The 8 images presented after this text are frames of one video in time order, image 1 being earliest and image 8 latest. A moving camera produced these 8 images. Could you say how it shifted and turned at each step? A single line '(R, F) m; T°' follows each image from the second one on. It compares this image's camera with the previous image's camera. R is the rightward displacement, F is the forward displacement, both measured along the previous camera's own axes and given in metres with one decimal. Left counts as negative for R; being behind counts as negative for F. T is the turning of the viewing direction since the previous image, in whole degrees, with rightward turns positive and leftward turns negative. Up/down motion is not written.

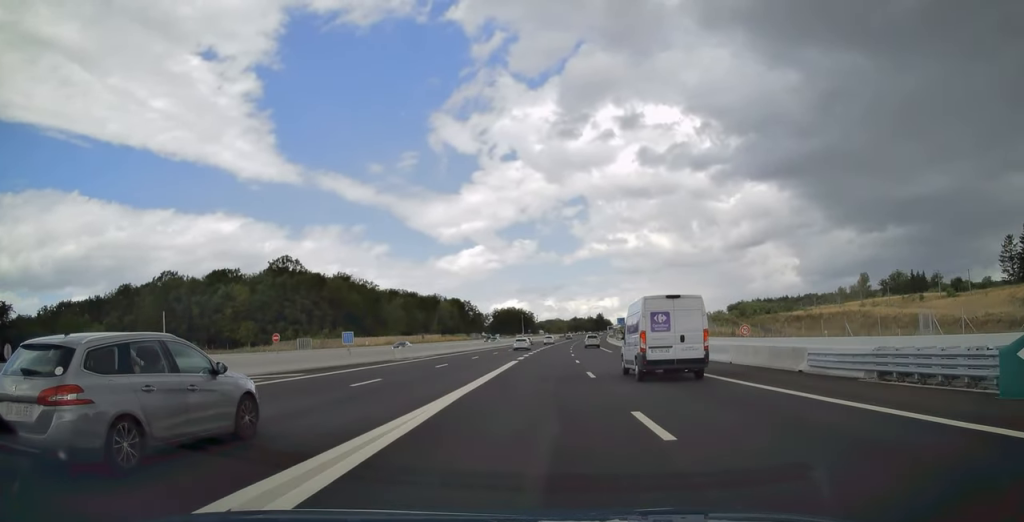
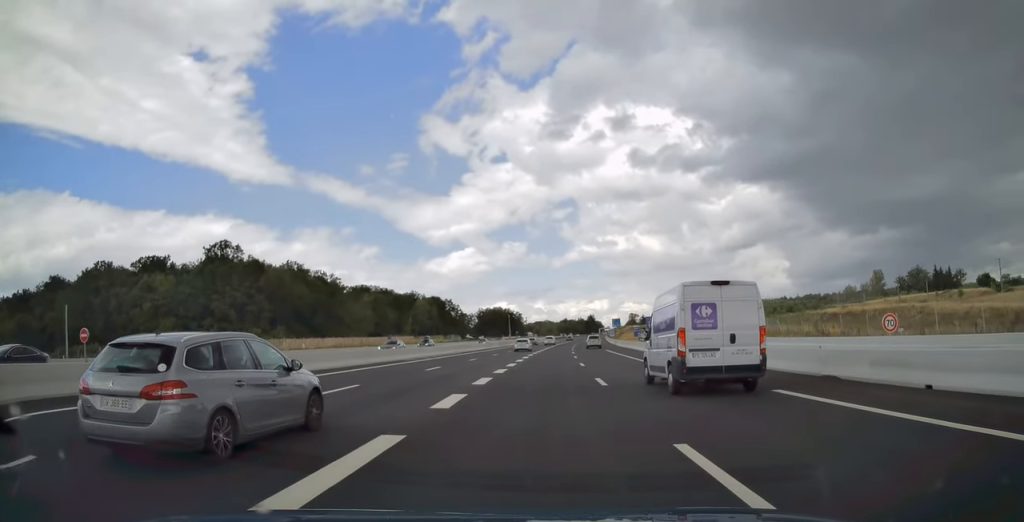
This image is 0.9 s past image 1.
(+0.2, +32.4) m; +1°
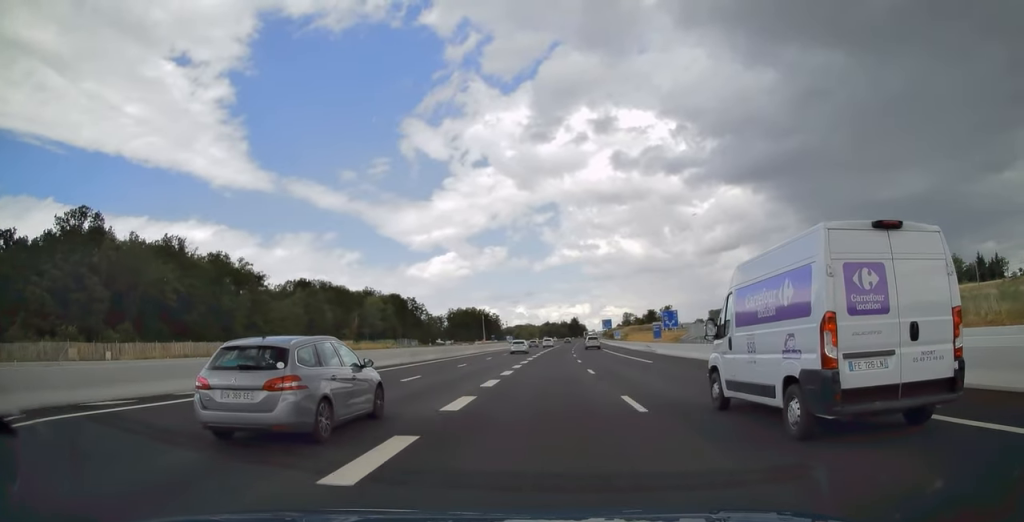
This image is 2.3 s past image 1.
(+0.6, +43.1) m; +2°
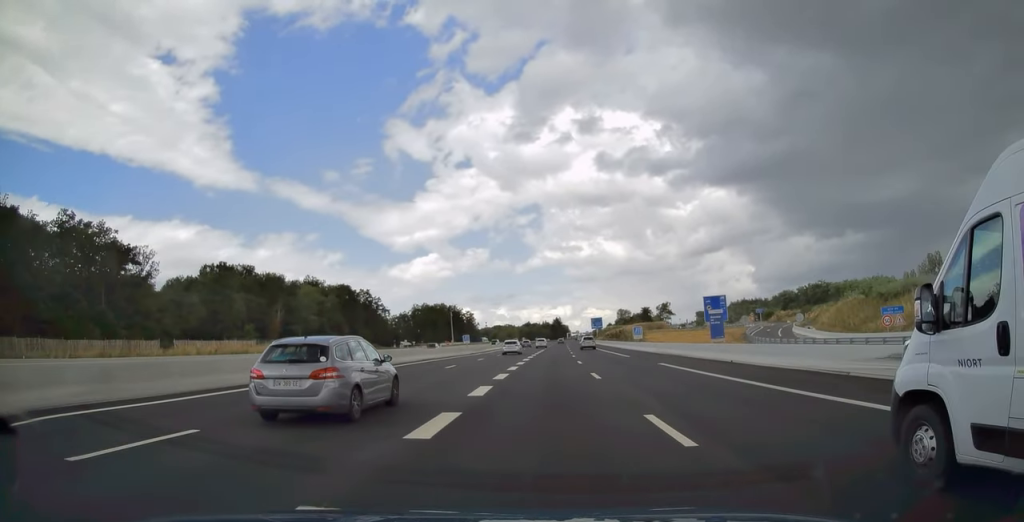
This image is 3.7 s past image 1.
(+0.6, +37.0) m; +2°
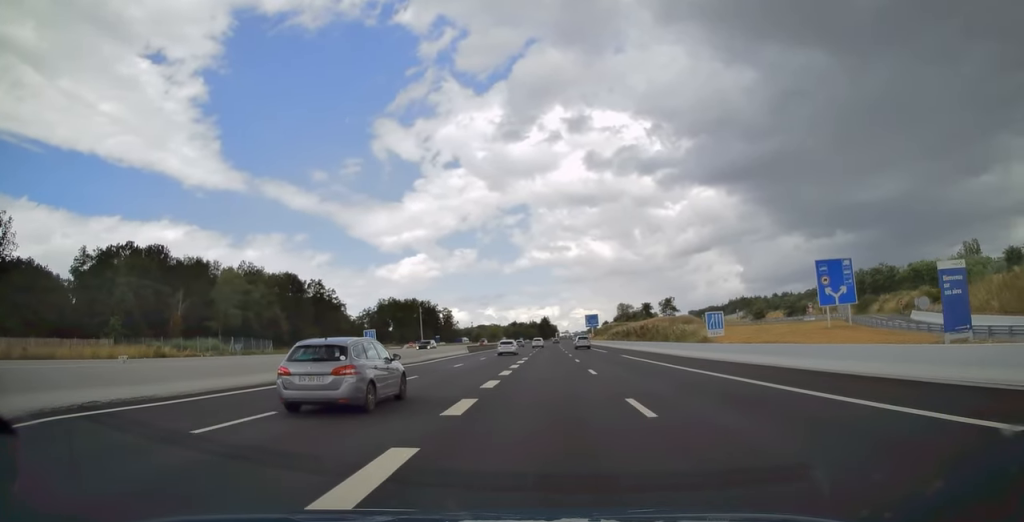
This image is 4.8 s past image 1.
(+0.3, +33.3) m; +1°
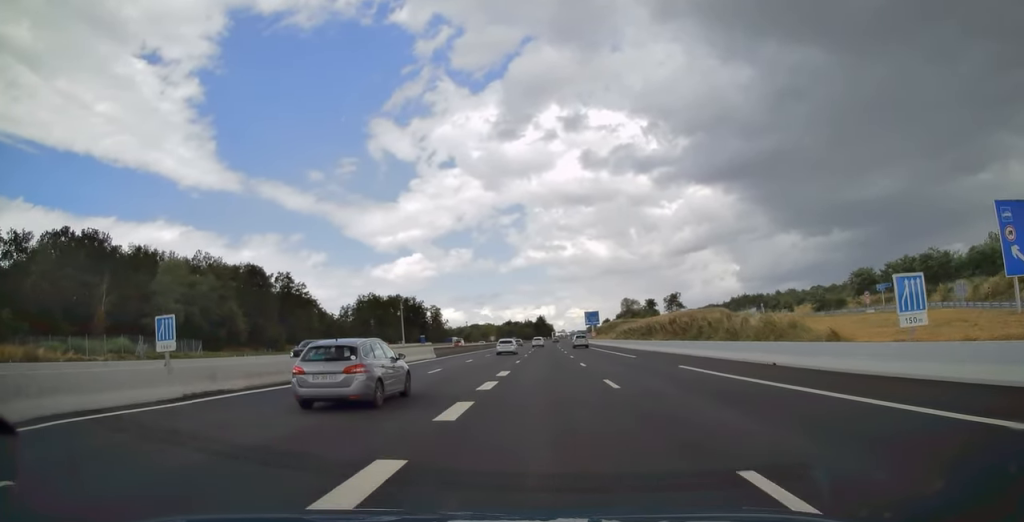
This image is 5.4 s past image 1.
(+0.1, +19.6) m; +1°
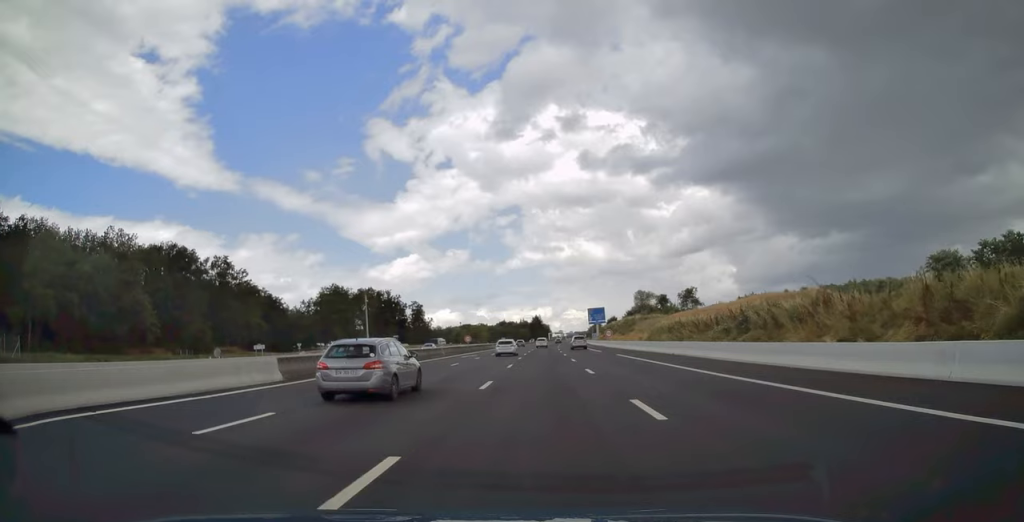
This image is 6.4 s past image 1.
(+0.2, +31.7) m; +1°
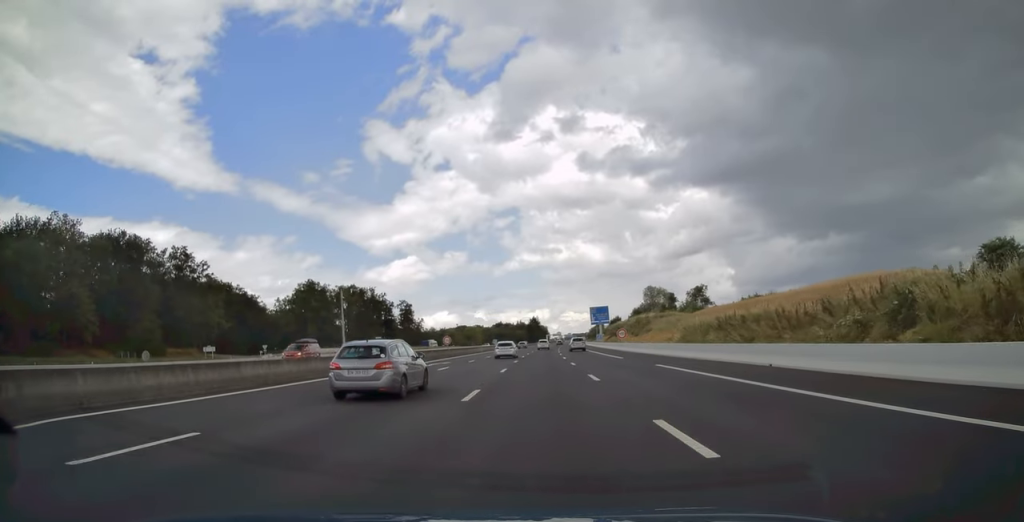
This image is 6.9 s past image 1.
(+0.1, +16.2) m; 0°
